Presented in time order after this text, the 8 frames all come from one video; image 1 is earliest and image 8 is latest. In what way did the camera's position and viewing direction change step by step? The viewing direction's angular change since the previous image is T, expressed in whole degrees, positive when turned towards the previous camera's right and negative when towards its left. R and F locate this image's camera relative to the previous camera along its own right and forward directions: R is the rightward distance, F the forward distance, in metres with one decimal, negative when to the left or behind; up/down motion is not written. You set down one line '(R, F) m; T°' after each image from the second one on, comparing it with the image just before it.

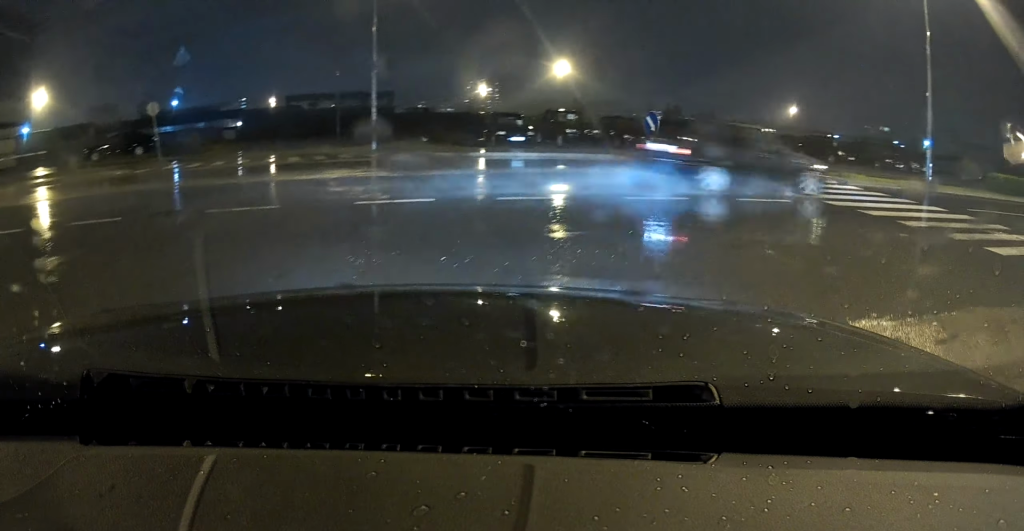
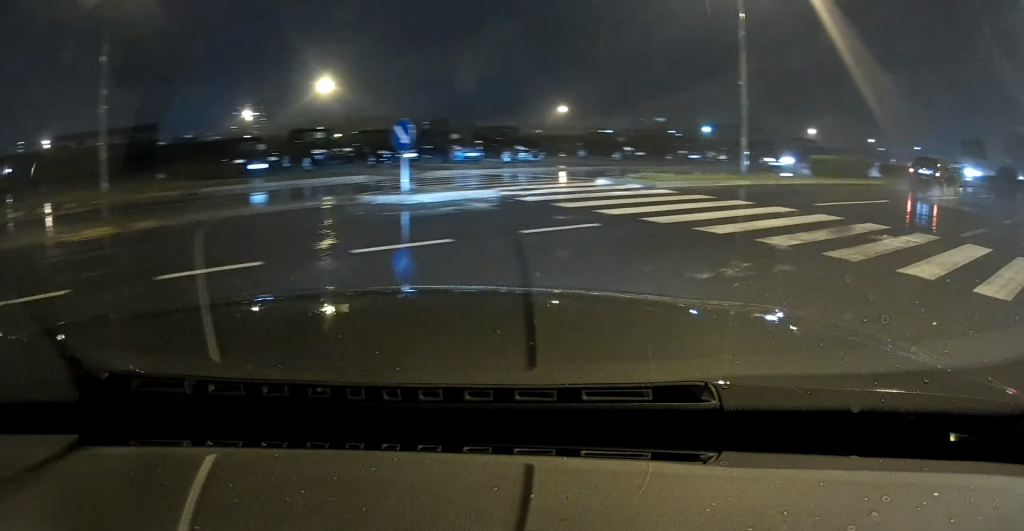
(+1.5, +5.0) m; +22°
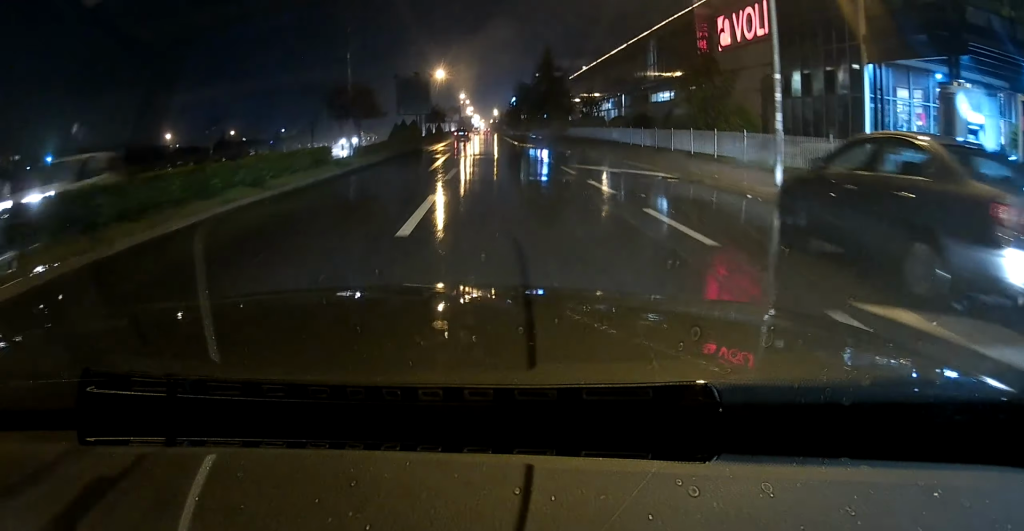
(+11.3, +22.6) m; +36°
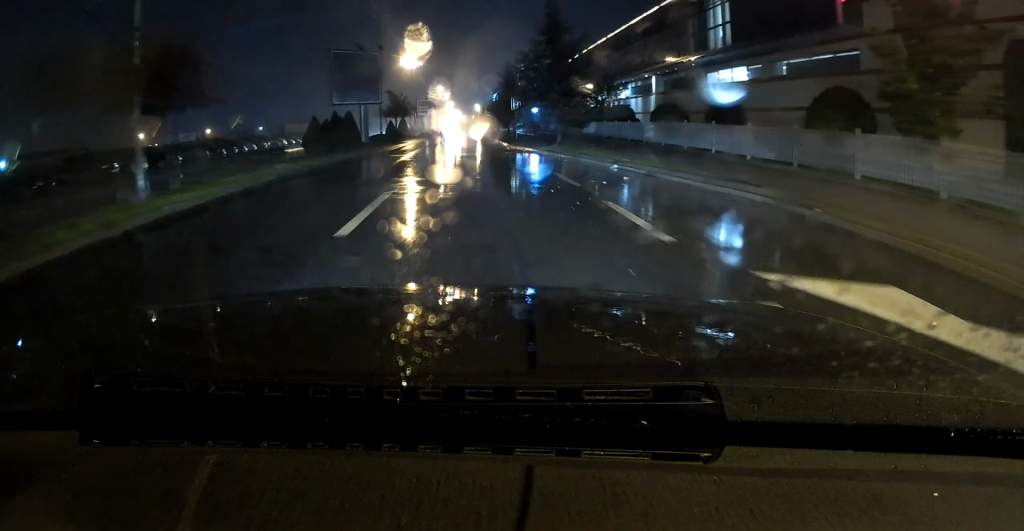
(+0.8, +17.6) m; +2°
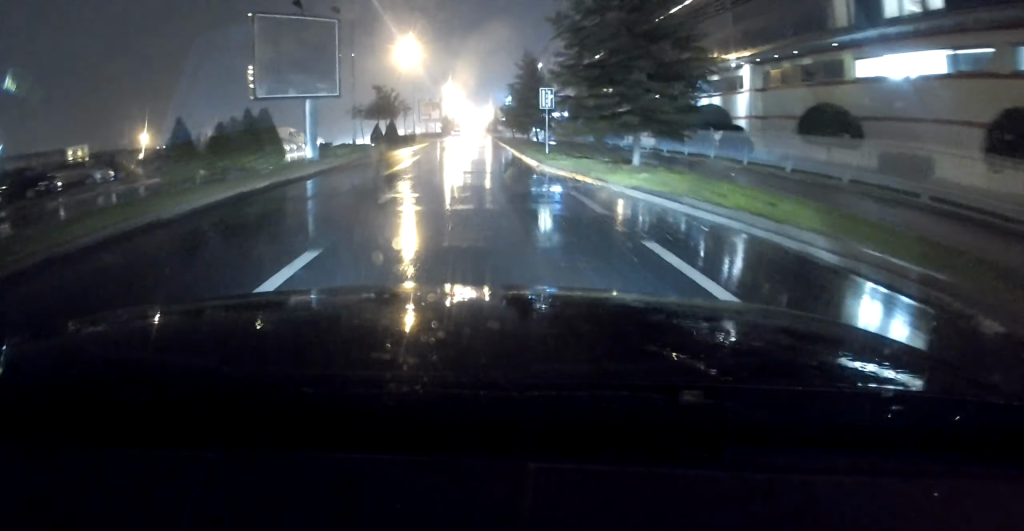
(0.0, +14.4) m; 0°
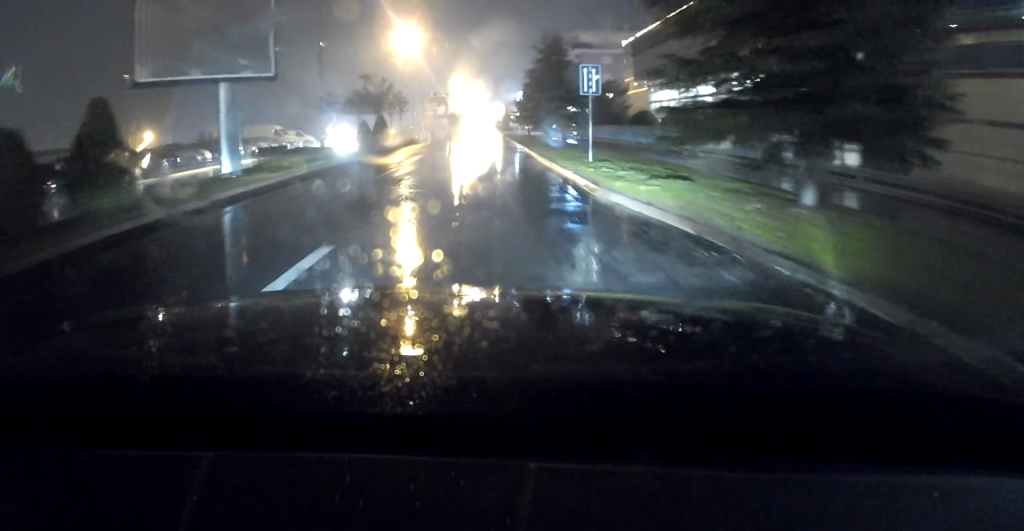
(0.0, +9.2) m; 0°
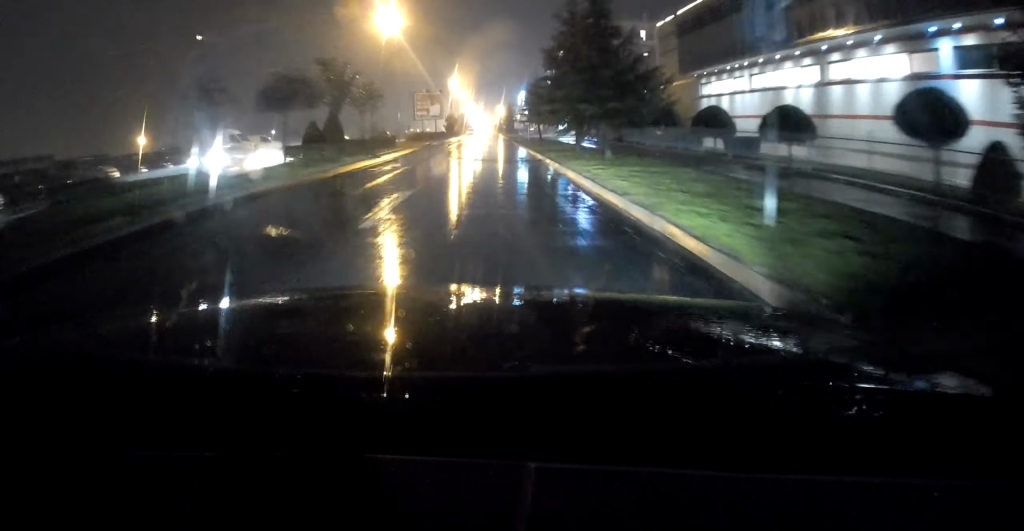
(0.0, +12.4) m; -1°
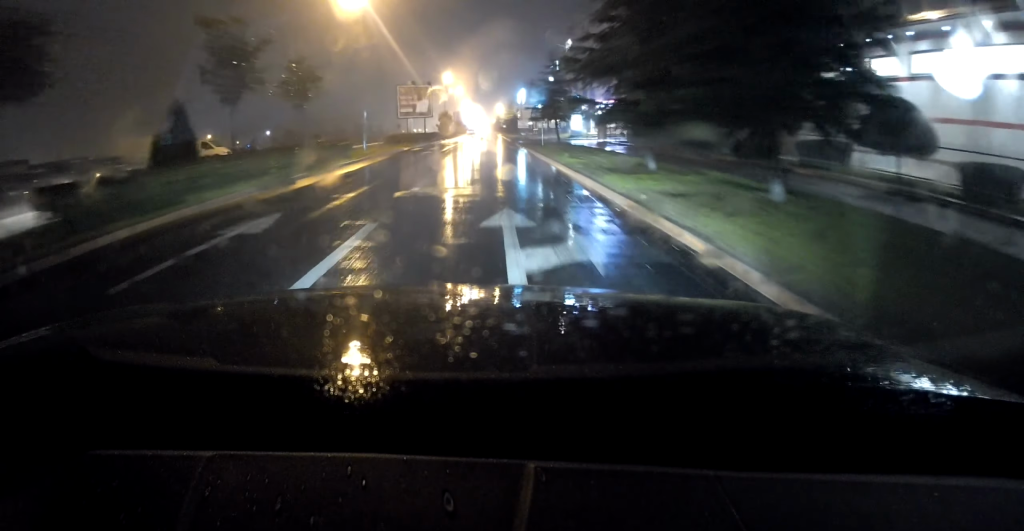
(-0.2, +13.7) m; -1°
